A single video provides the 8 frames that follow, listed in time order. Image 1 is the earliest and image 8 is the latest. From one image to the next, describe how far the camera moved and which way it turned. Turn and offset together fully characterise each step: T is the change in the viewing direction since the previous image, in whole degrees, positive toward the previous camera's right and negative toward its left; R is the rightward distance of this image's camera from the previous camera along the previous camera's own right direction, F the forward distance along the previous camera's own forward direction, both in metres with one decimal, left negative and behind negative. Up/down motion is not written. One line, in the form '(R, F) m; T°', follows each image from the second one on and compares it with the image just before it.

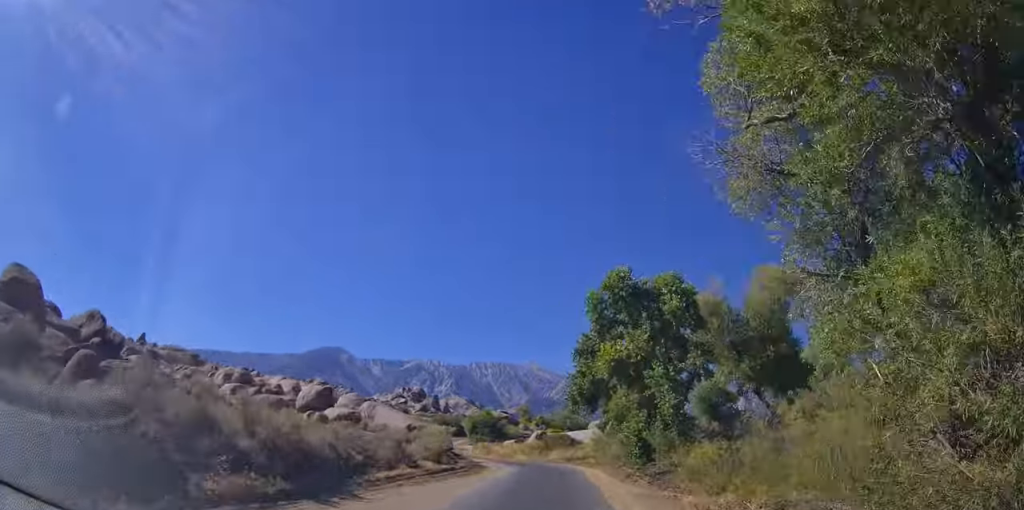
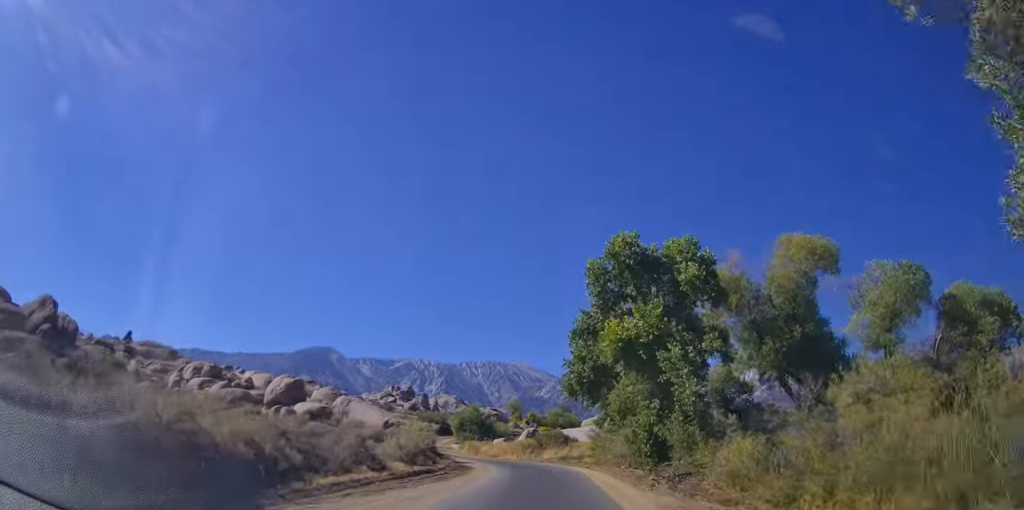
(0.0, +4.9) m; -2°
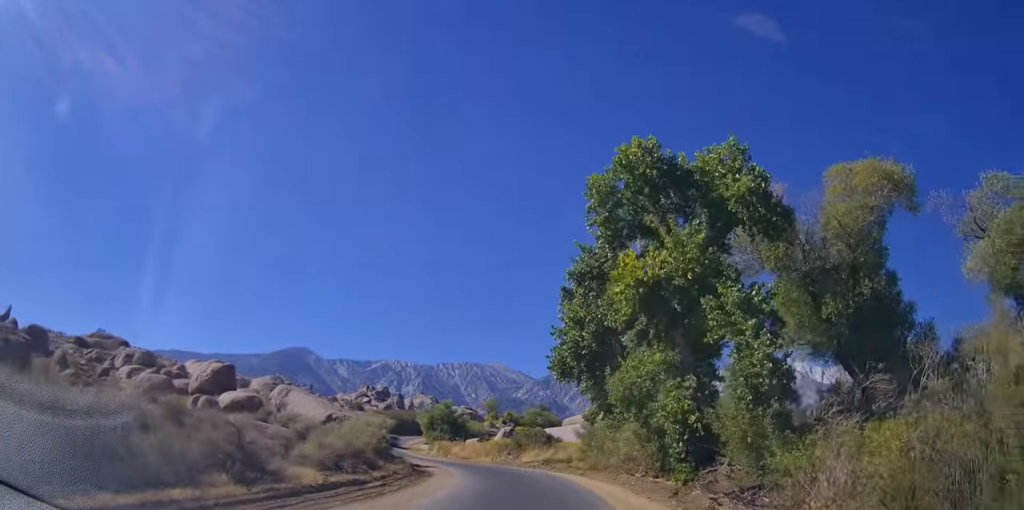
(-0.2, +8.9) m; 0°
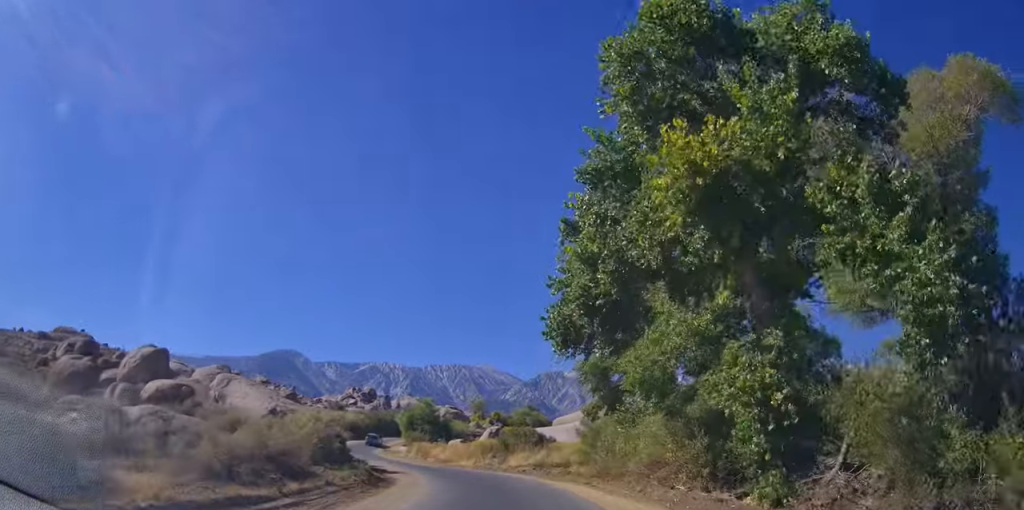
(-0.2, +7.3) m; +2°
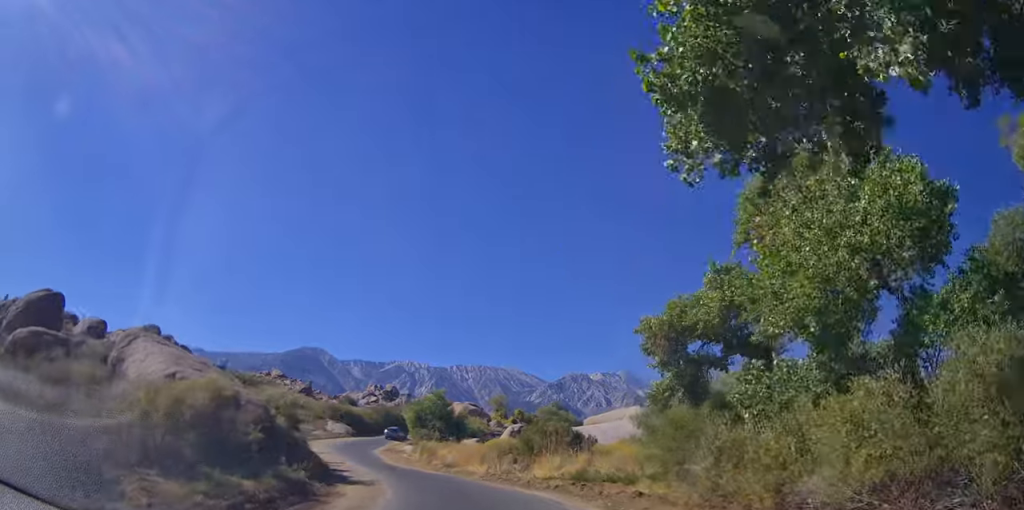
(+0.8, +12.3) m; +2°
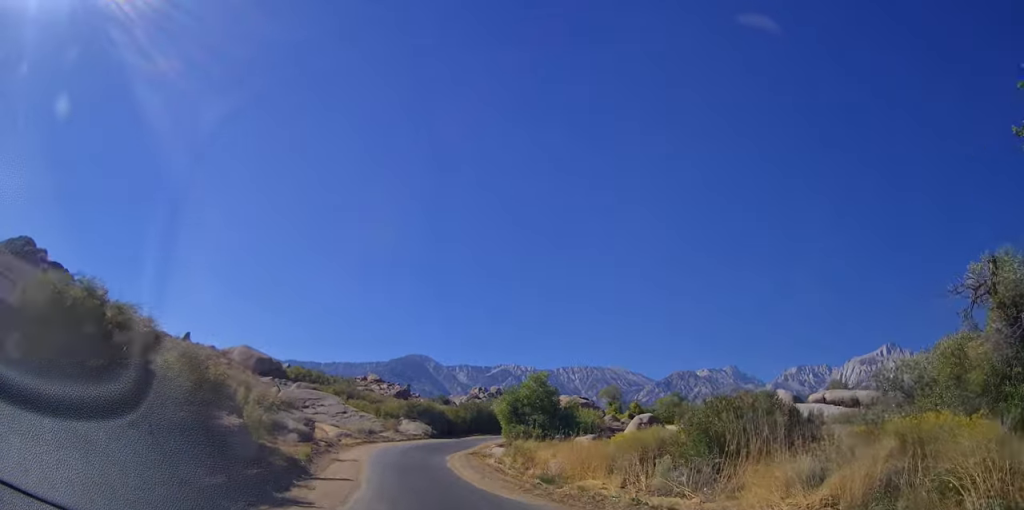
(-1.0, +16.7) m; -9°
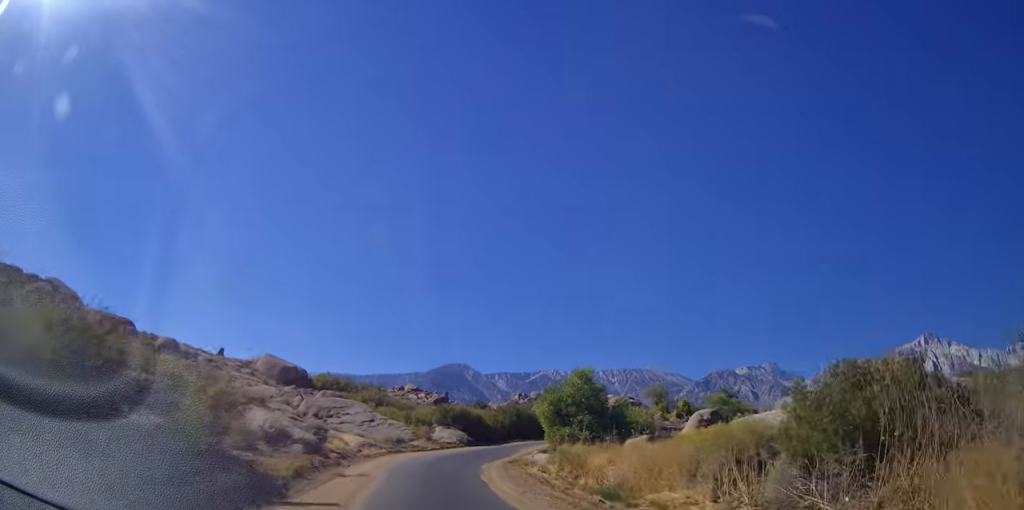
(-0.2, +5.1) m; -4°
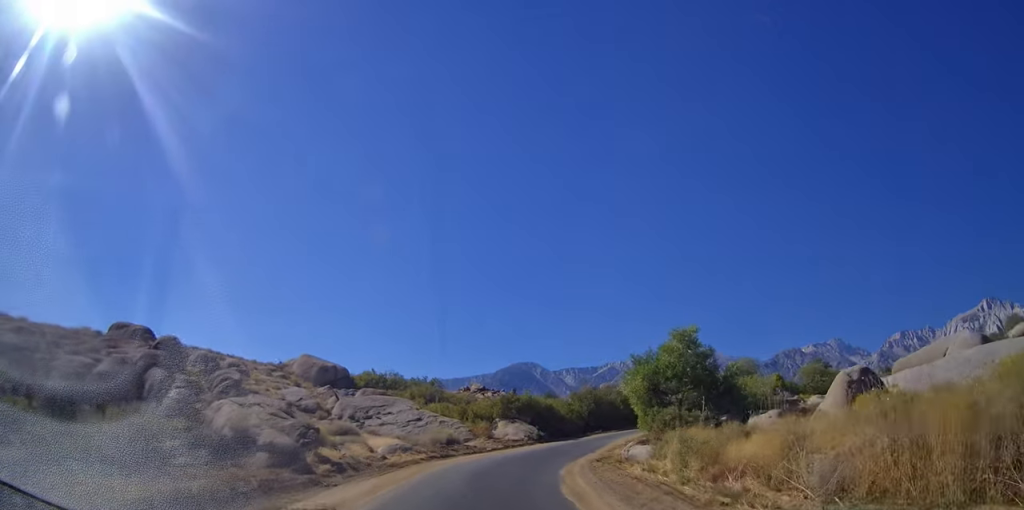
(-0.9, +11.0) m; -6°
